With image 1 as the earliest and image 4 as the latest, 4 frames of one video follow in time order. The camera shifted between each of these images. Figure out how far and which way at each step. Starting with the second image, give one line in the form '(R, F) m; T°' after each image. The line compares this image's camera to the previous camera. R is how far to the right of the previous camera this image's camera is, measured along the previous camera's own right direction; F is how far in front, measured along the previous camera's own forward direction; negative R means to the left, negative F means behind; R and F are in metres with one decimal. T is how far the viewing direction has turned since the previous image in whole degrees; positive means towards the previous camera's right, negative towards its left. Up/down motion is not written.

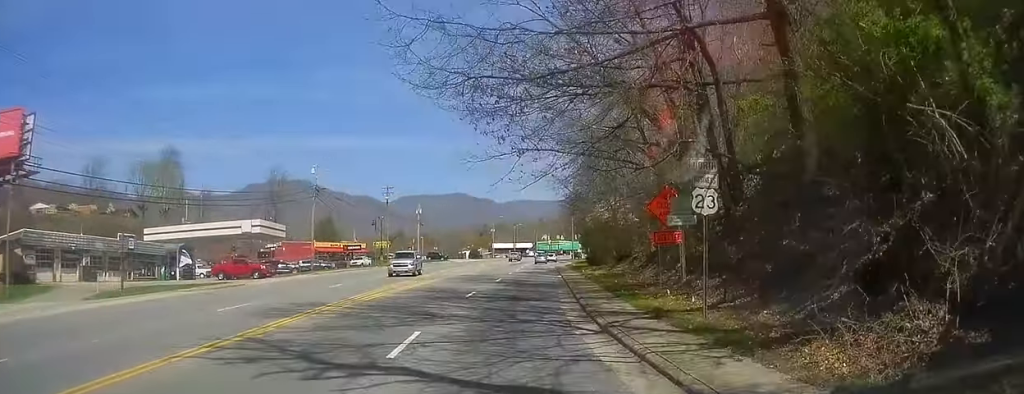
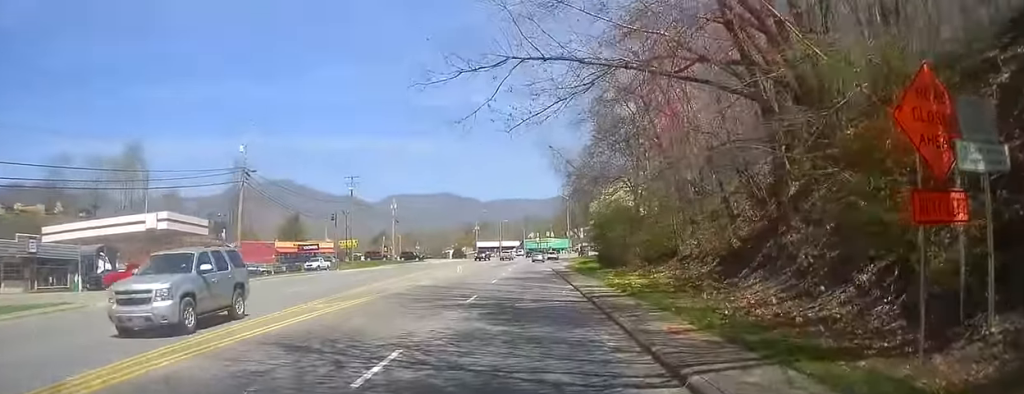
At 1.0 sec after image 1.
(+0.3, +15.6) m; 0°
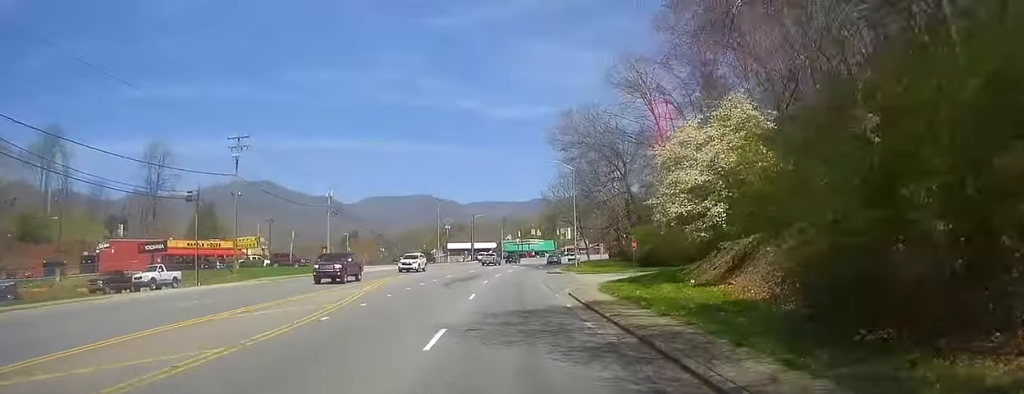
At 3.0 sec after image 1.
(-0.3, +33.8) m; +1°
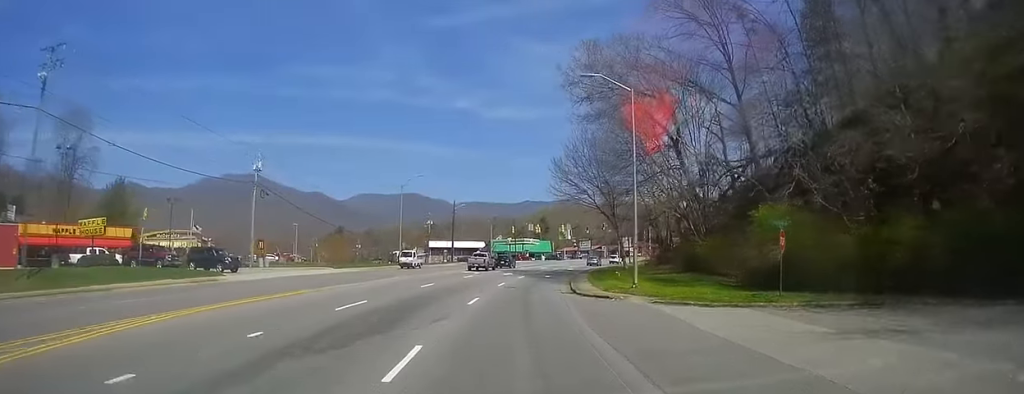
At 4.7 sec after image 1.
(+0.9, +28.2) m; +4°
